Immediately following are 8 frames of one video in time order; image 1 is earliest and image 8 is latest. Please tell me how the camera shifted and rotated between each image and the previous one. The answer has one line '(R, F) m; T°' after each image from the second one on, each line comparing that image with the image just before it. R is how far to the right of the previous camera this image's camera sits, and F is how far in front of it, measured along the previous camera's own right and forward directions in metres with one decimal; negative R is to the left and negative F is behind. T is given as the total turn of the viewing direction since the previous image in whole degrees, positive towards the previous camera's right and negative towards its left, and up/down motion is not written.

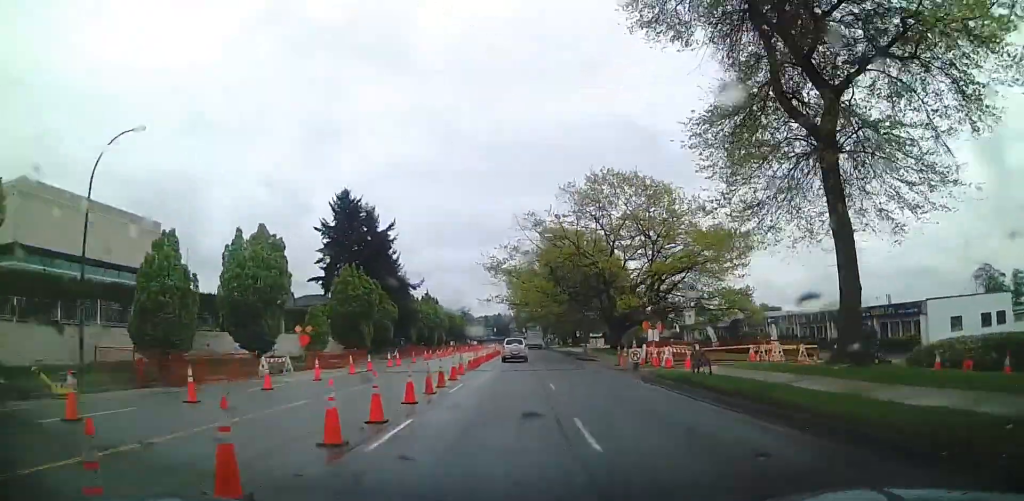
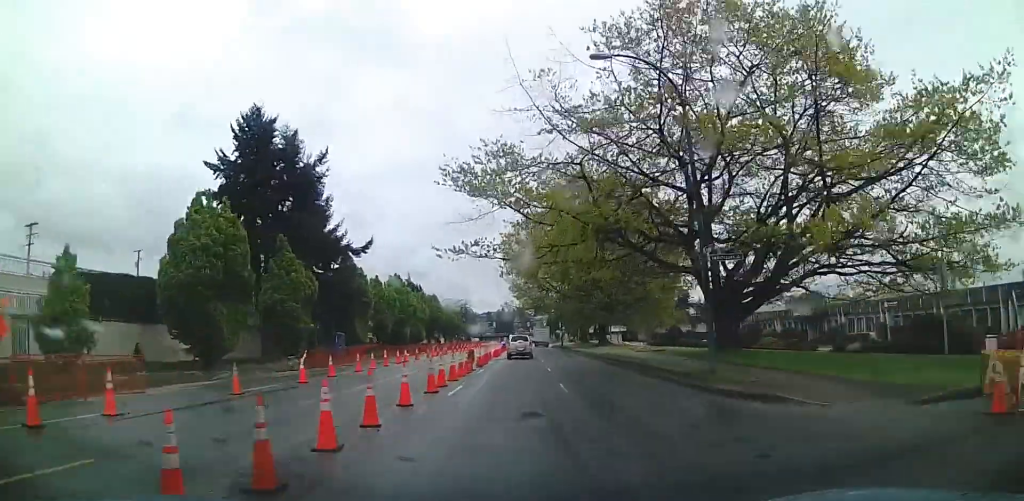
(+1.2, +28.9) m; +3°
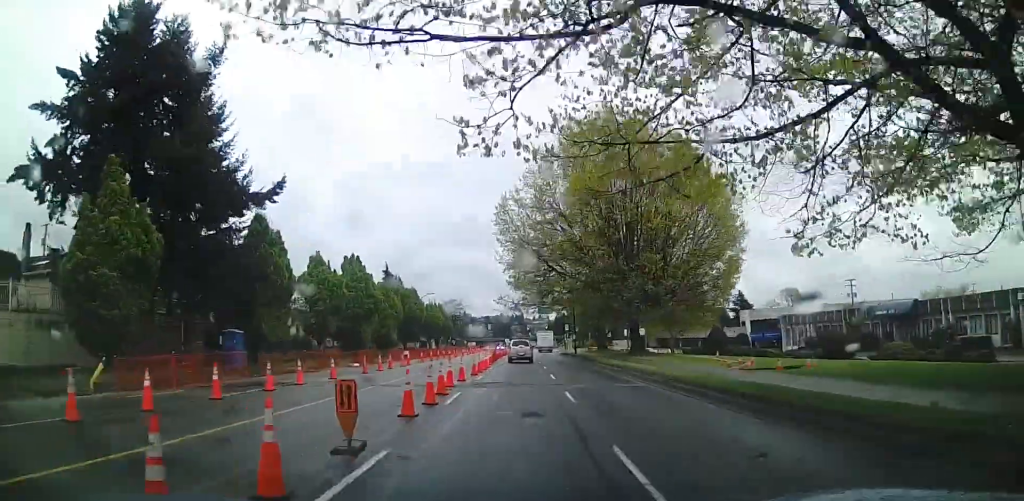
(-0.7, +19.2) m; -2°
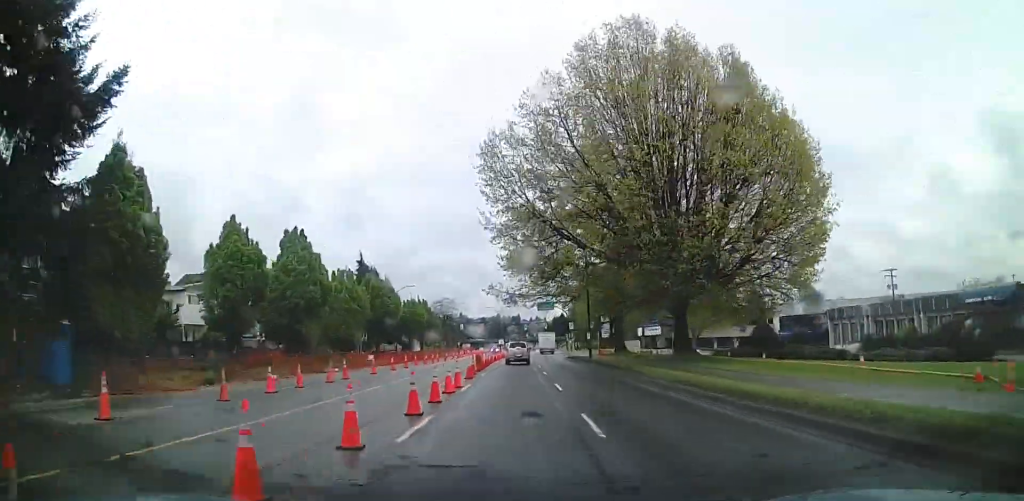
(0.0, +14.0) m; 0°
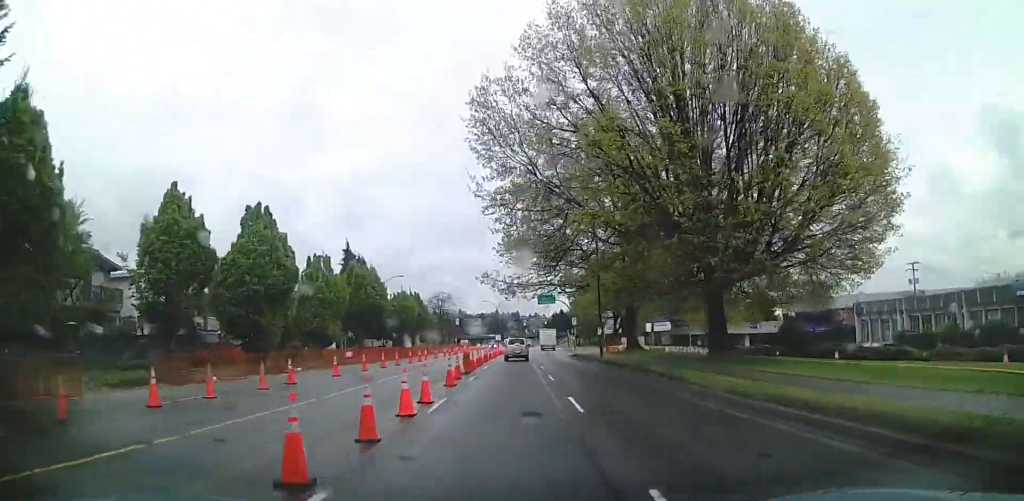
(0.0, +6.1) m; 0°
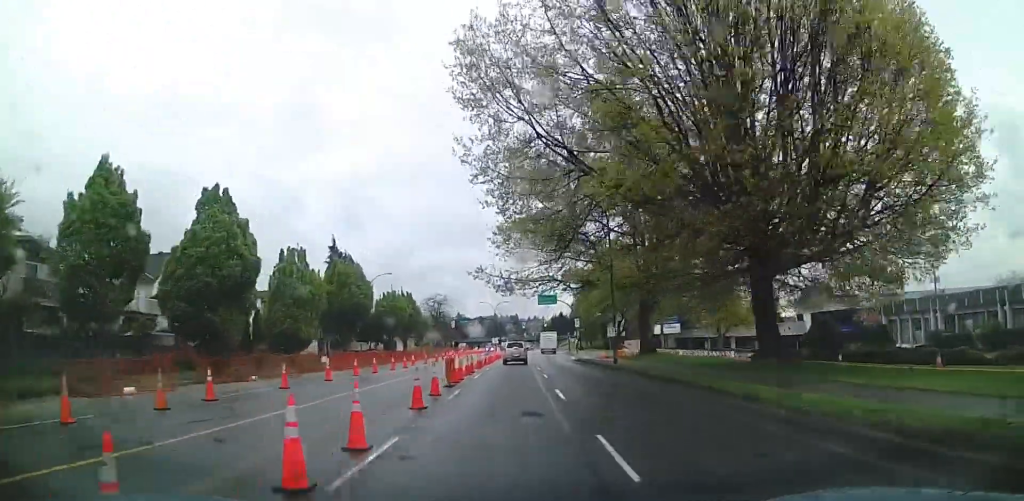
(0.0, +5.2) m; -1°
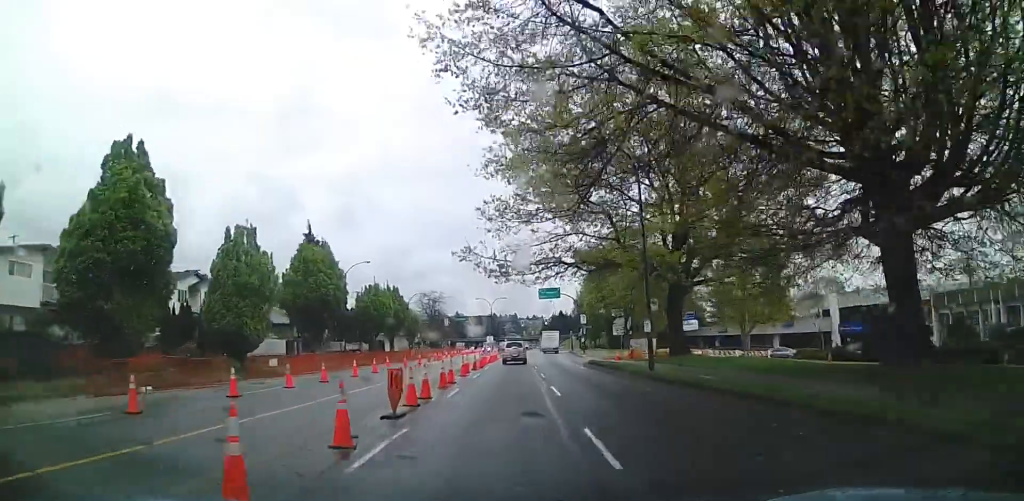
(+0.1, +7.9) m; -1°
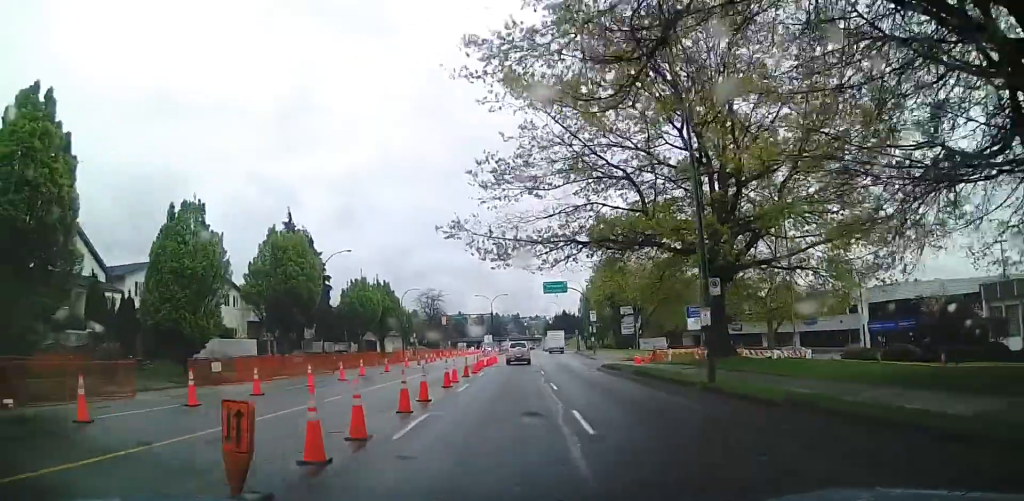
(-0.2, +6.2) m; 0°
